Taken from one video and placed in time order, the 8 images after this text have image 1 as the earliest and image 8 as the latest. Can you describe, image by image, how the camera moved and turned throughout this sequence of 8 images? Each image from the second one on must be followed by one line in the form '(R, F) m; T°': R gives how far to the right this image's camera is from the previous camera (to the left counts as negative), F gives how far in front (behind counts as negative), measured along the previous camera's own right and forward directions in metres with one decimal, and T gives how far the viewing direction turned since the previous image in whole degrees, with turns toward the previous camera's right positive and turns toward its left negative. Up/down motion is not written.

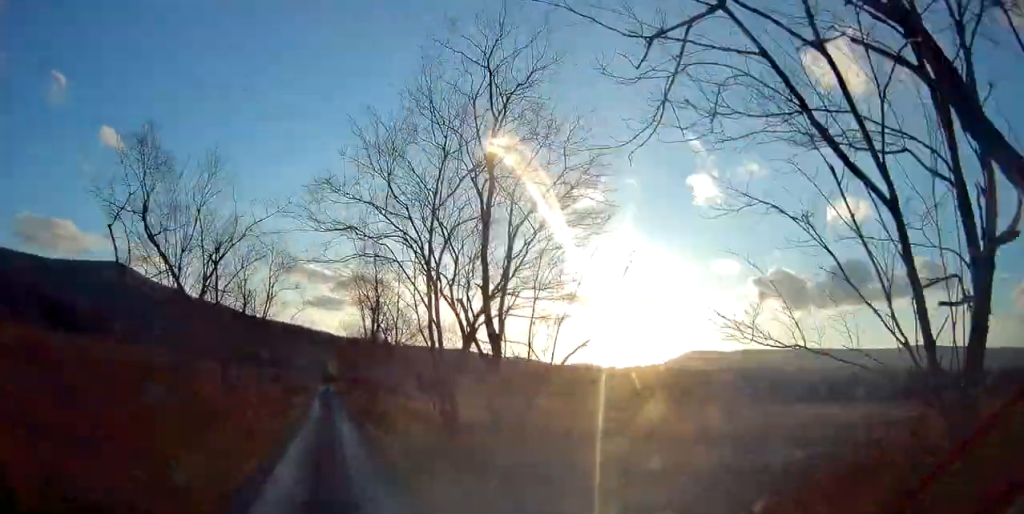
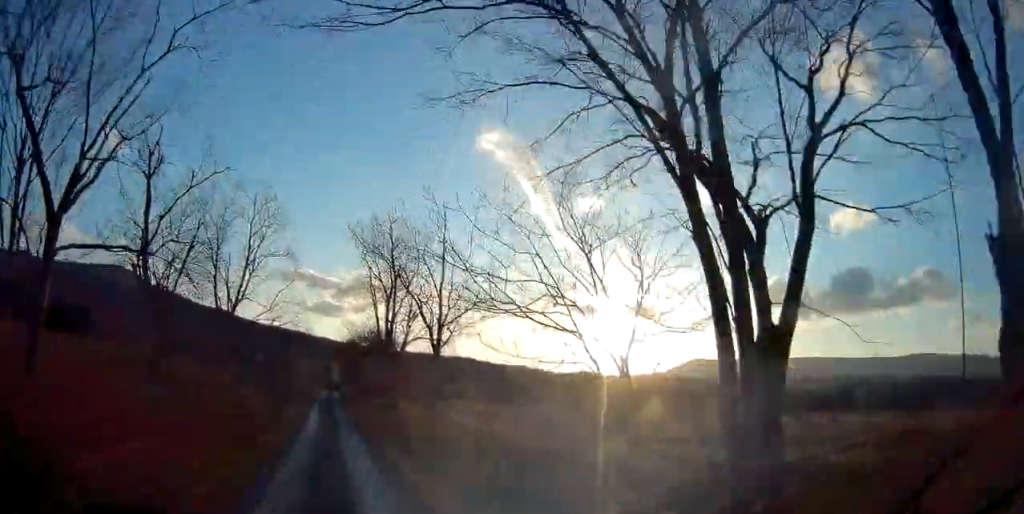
(+0.3, +10.9) m; 0°
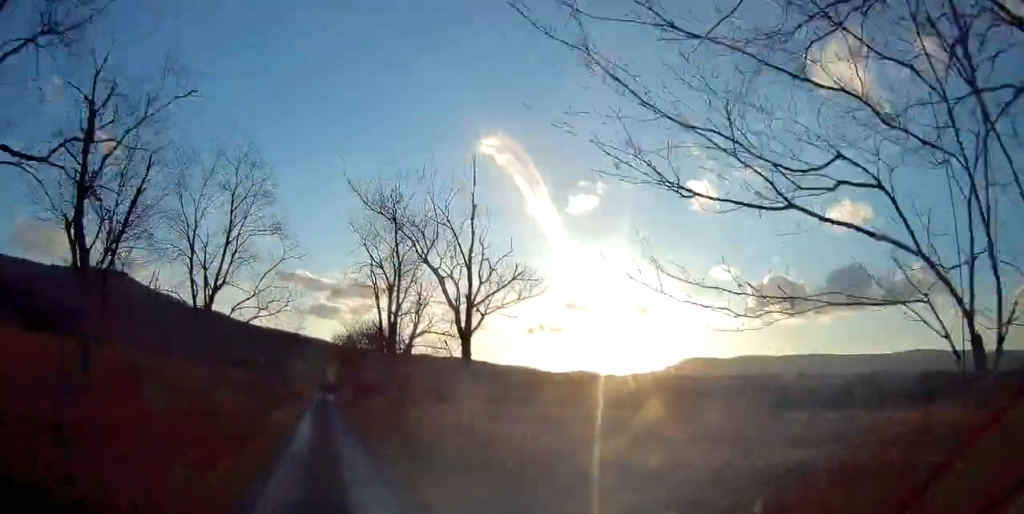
(-0.1, +4.3) m; -1°
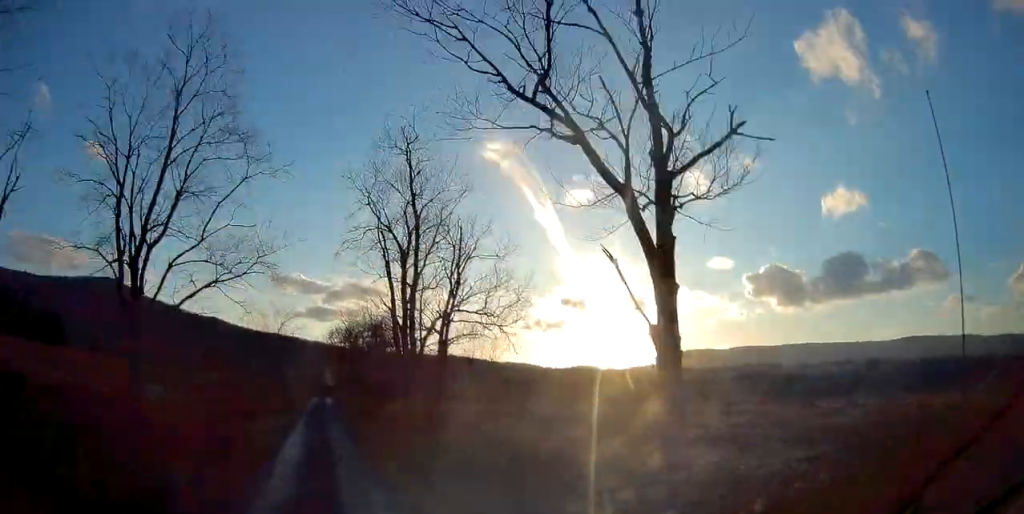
(-0.2, +8.6) m; -1°
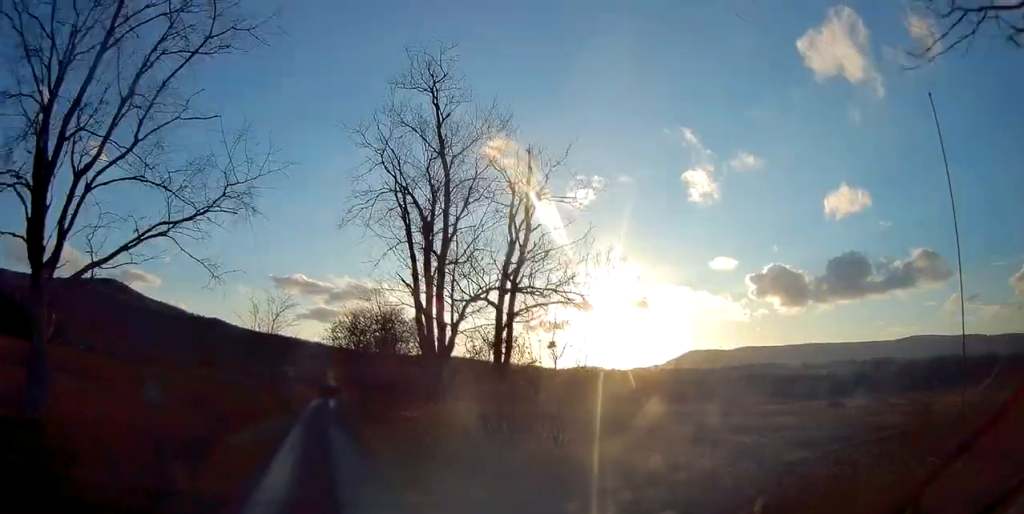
(0.0, +5.6) m; 0°
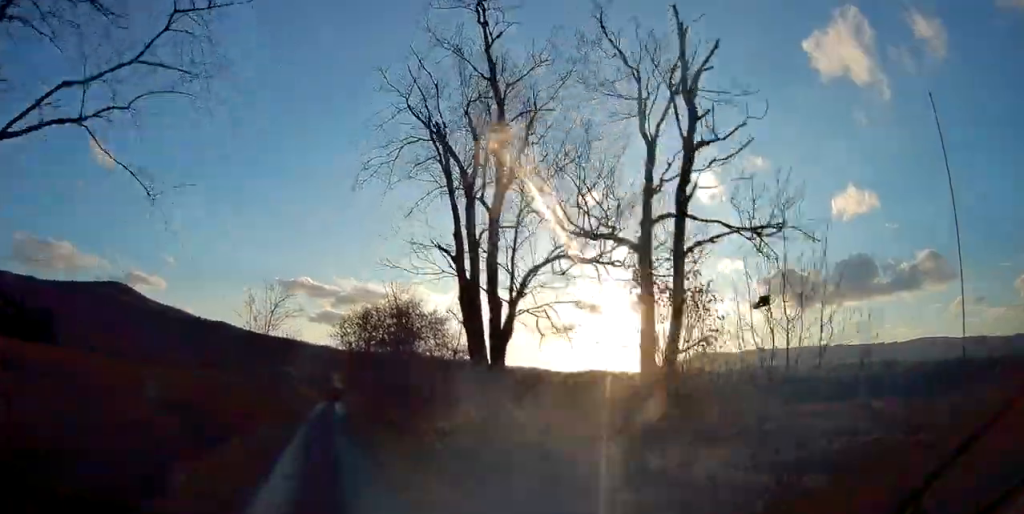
(0.0, +5.2) m; 0°
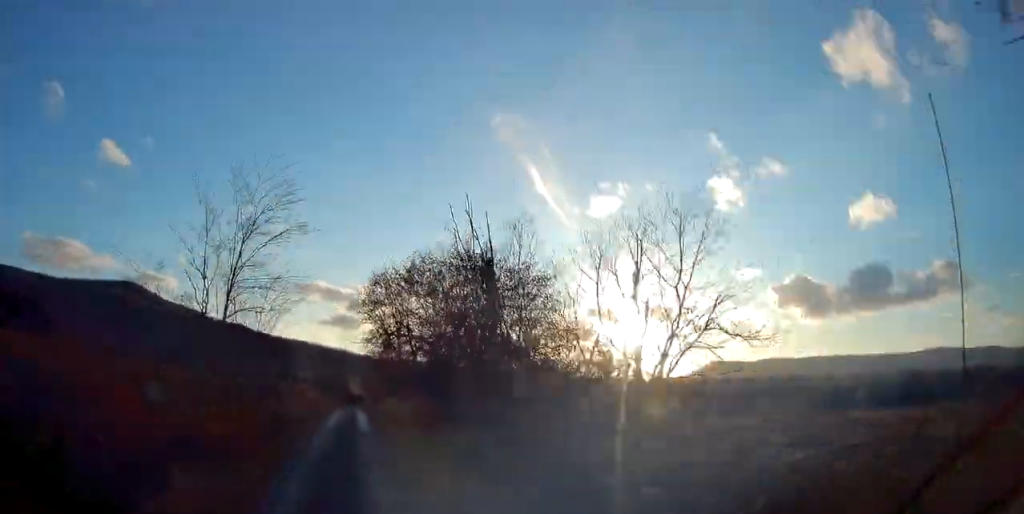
(0.0, +14.7) m; 0°
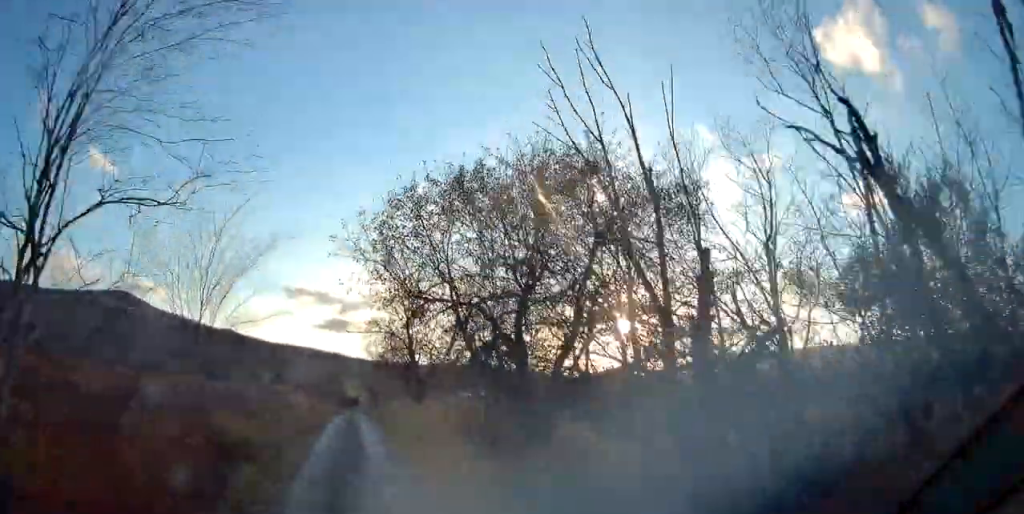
(+0.1, +9.9) m; 0°
